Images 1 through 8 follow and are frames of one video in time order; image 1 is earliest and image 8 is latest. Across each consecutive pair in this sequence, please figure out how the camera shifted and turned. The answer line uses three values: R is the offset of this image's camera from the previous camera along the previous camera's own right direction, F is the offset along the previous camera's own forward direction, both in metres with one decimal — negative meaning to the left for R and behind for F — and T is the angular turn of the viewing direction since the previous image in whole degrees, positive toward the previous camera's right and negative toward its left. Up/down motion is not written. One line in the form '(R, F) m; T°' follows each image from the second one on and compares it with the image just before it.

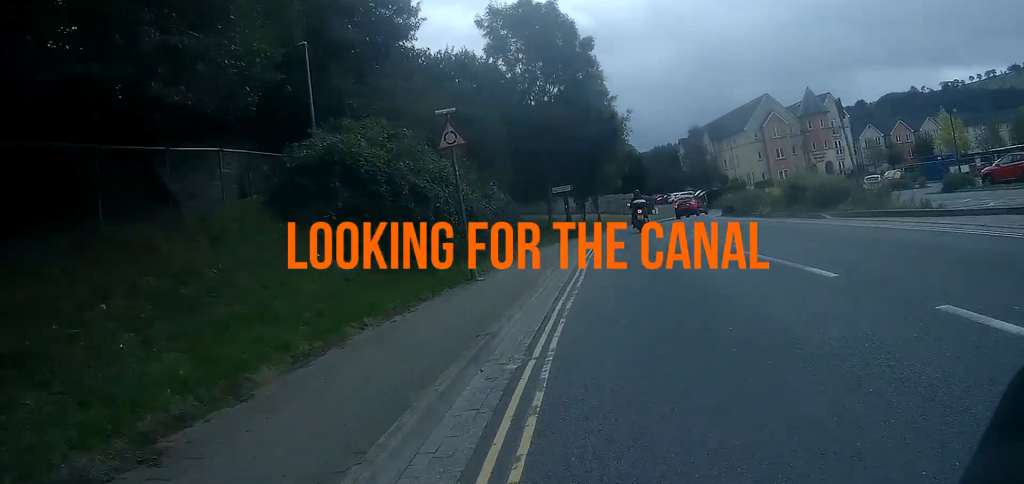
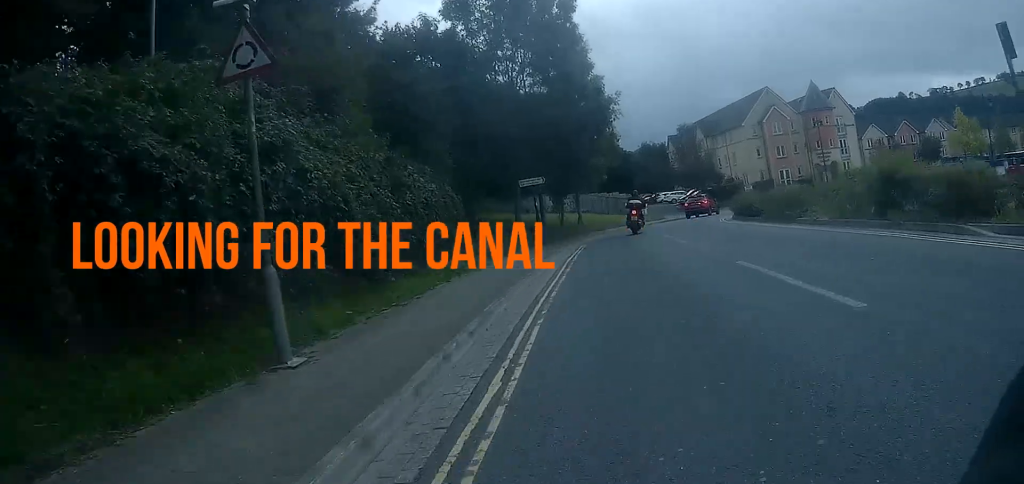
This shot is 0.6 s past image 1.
(0.0, +7.0) m; +1°
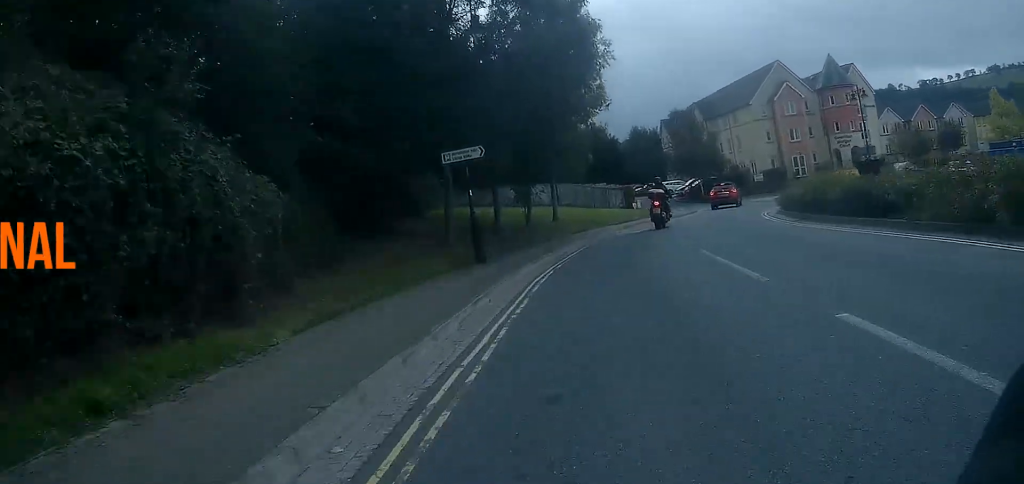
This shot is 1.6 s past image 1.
(+0.2, +10.0) m; +2°
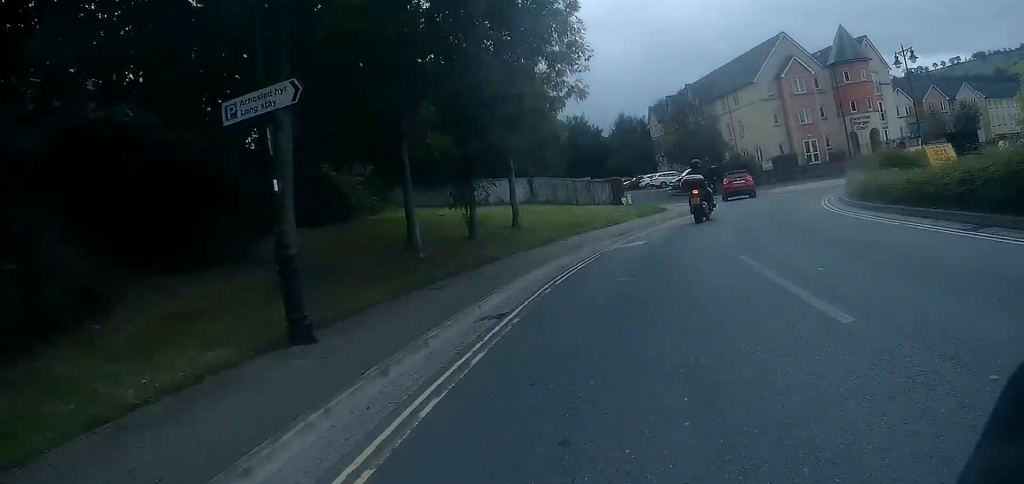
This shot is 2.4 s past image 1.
(+0.1, +8.1) m; +2°
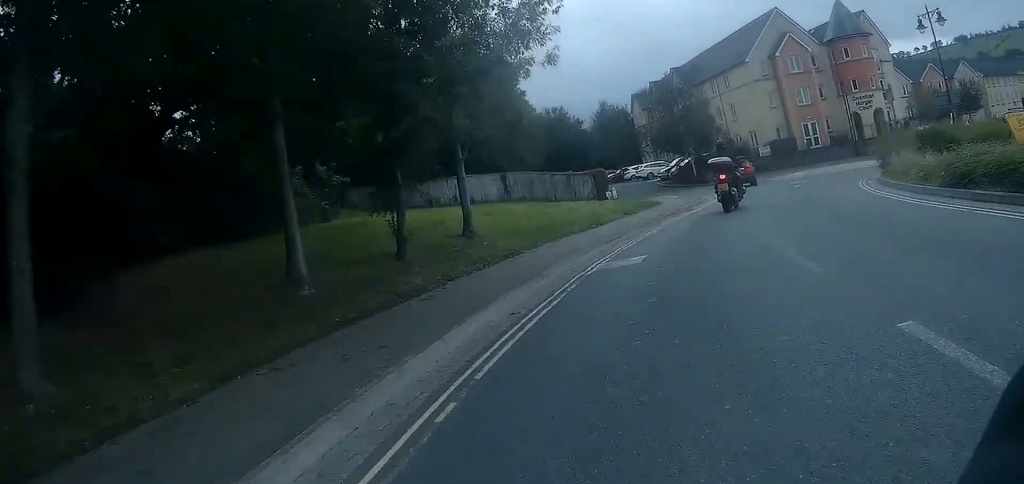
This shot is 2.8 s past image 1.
(-0.1, +4.6) m; +1°
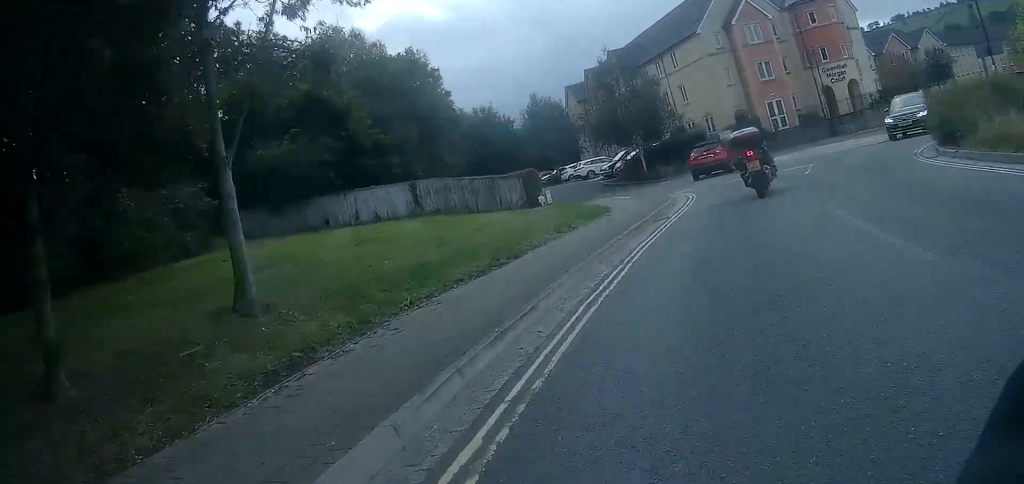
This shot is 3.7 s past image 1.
(+0.4, +7.1) m; +6°
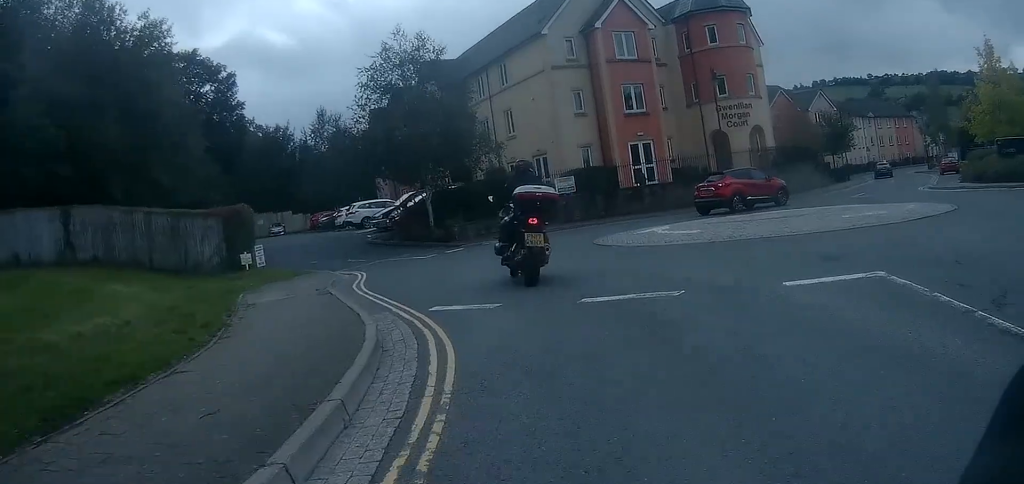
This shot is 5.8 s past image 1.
(+2.5, +14.3) m; +17°
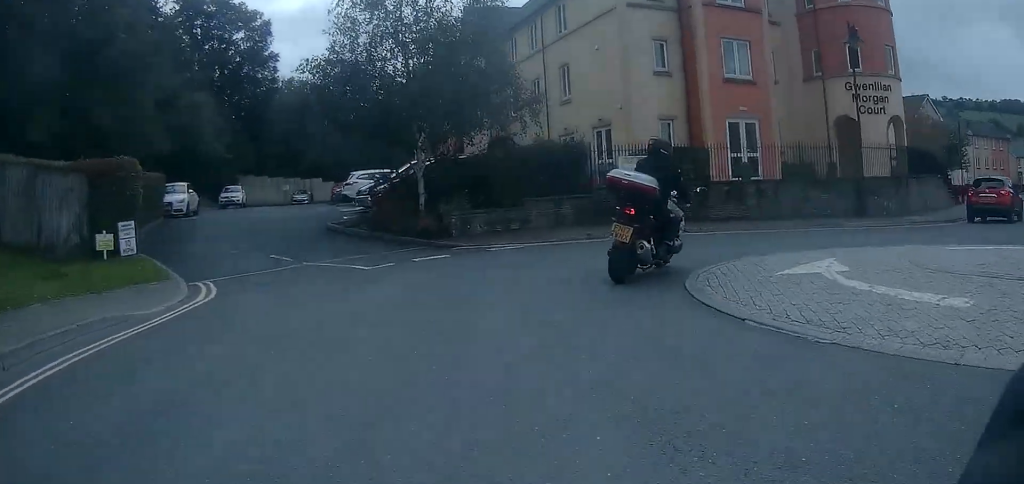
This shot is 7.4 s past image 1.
(-0.1, +8.9) m; +4°
